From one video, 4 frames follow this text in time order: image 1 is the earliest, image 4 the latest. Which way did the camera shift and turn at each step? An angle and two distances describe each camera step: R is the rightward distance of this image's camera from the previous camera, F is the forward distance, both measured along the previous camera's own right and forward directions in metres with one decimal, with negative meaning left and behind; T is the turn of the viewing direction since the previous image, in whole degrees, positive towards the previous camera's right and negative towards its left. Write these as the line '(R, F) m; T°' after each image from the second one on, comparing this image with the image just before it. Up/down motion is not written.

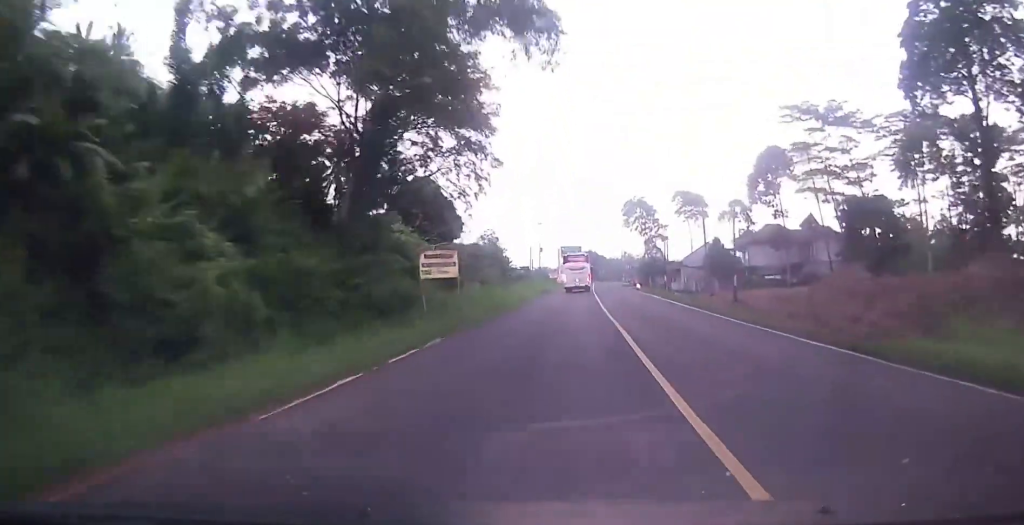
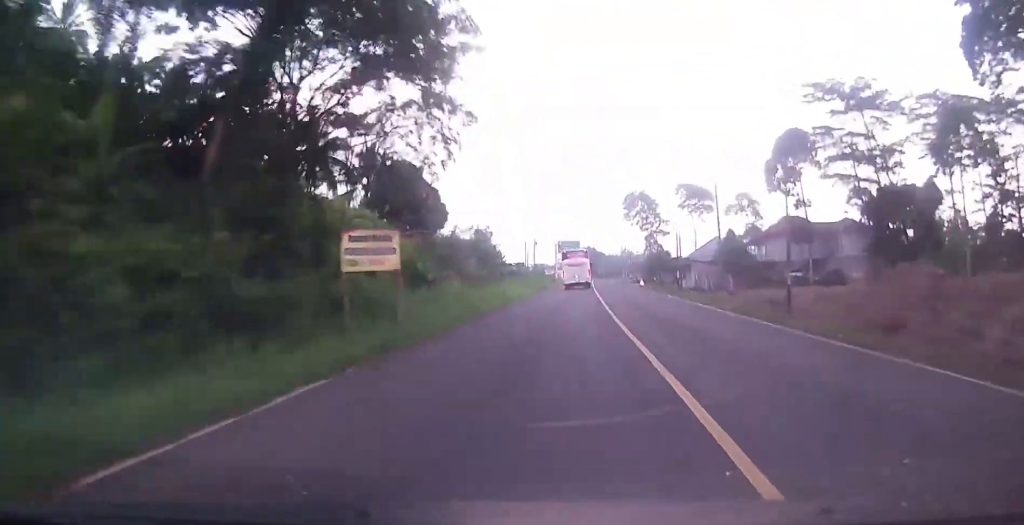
(0.0, +8.0) m; +1°
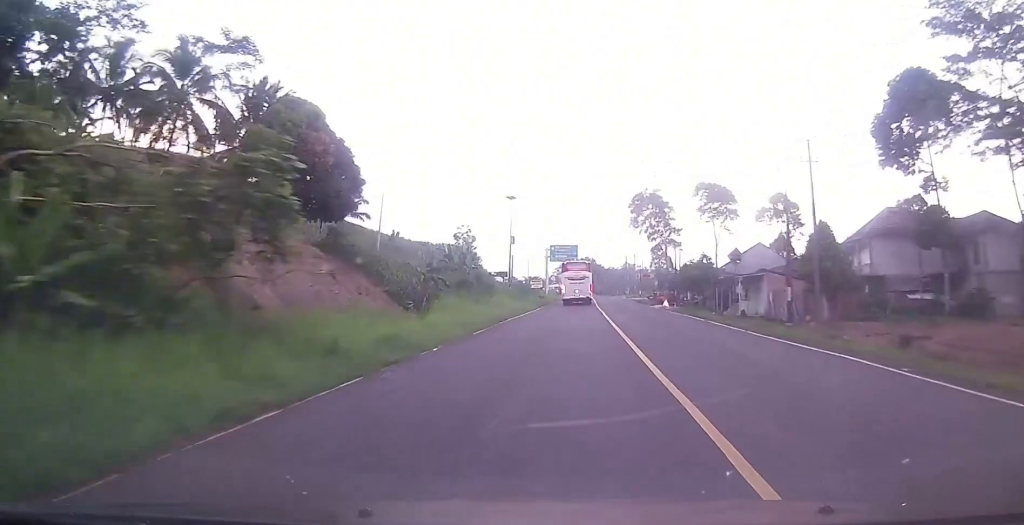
(+0.7, +27.4) m; 0°
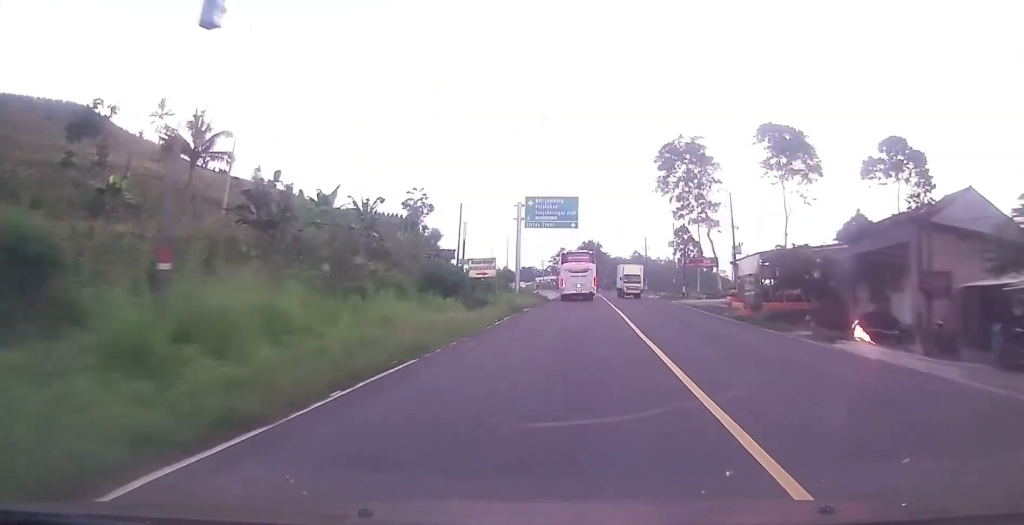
(+1.3, +46.2) m; +2°
